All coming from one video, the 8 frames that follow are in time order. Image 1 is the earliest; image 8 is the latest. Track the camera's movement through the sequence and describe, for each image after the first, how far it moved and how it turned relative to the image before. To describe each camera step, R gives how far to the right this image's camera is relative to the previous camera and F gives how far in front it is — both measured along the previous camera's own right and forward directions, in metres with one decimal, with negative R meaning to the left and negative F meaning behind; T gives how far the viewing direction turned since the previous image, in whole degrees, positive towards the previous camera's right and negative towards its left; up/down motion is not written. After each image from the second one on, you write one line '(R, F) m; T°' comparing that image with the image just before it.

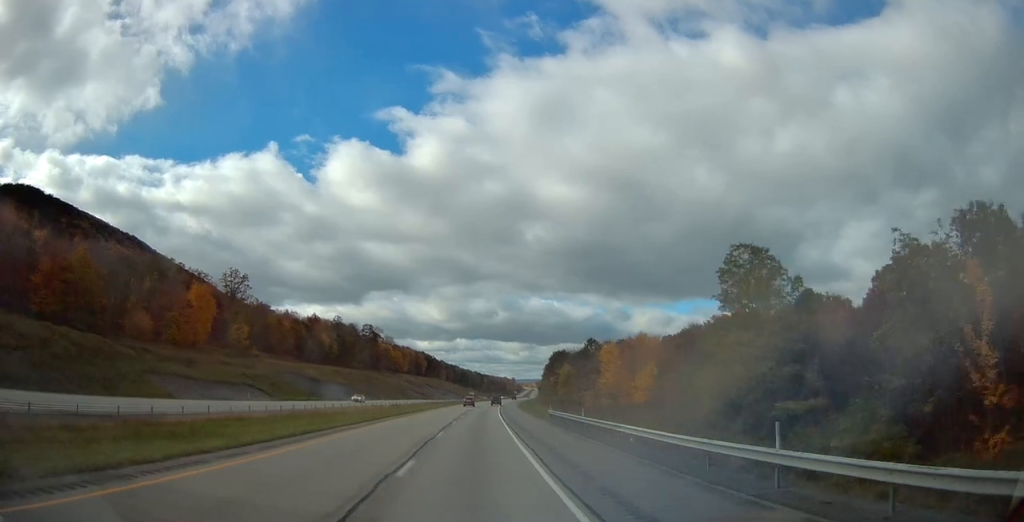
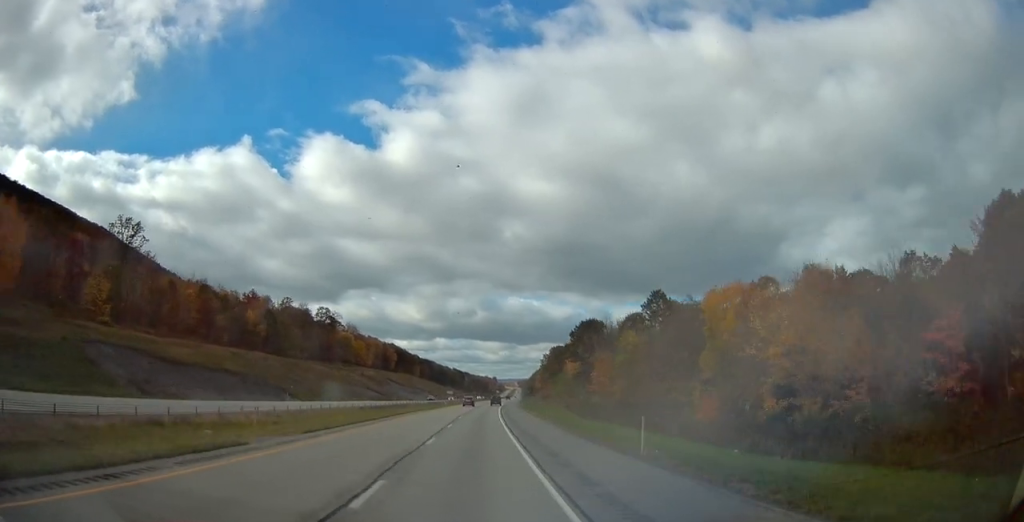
(+1.4, +64.7) m; +2°
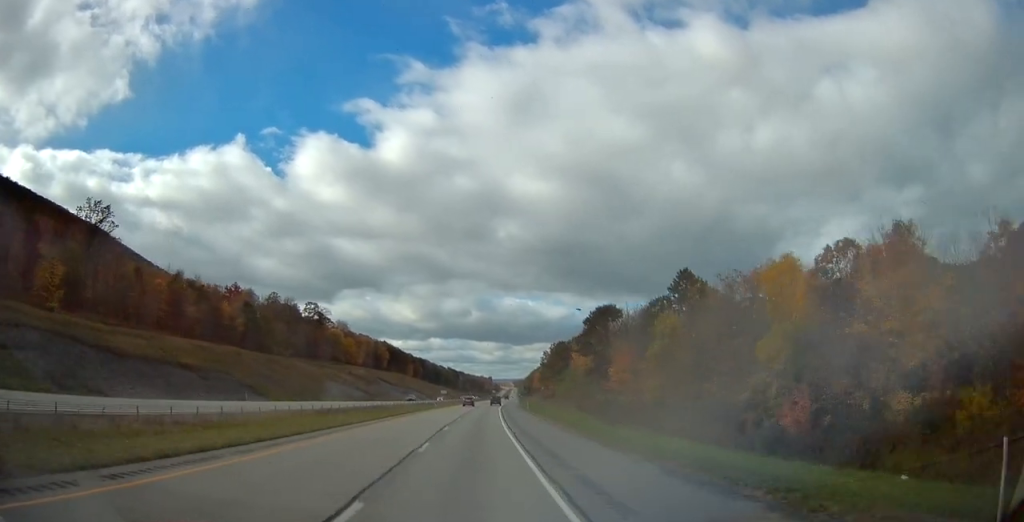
(-0.1, +14.9) m; 0°
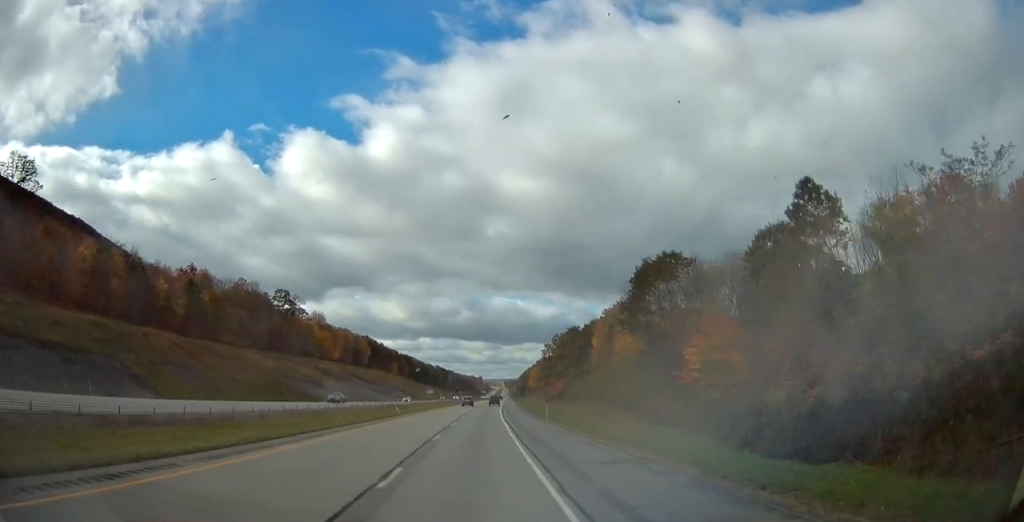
(+0.5, +31.8) m; +1°
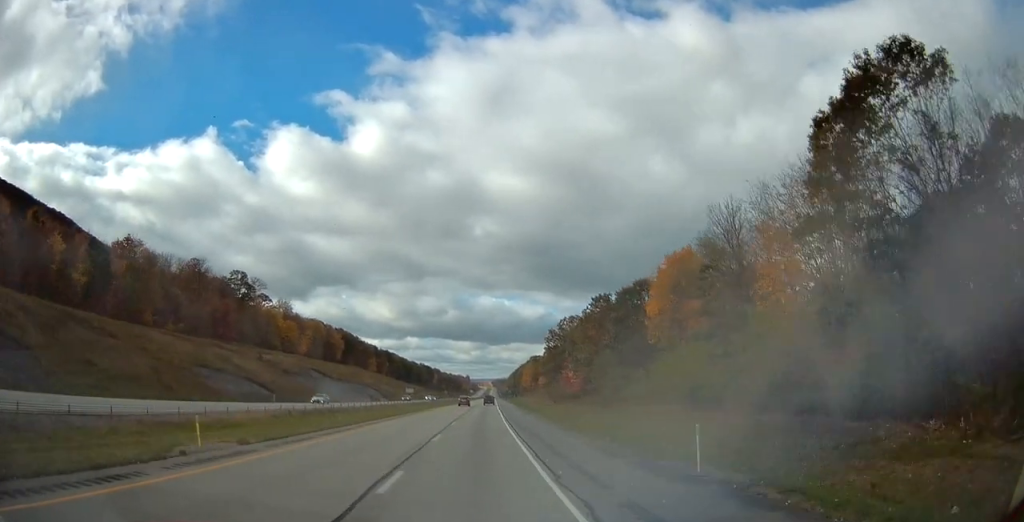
(+0.1, +37.1) m; +1°
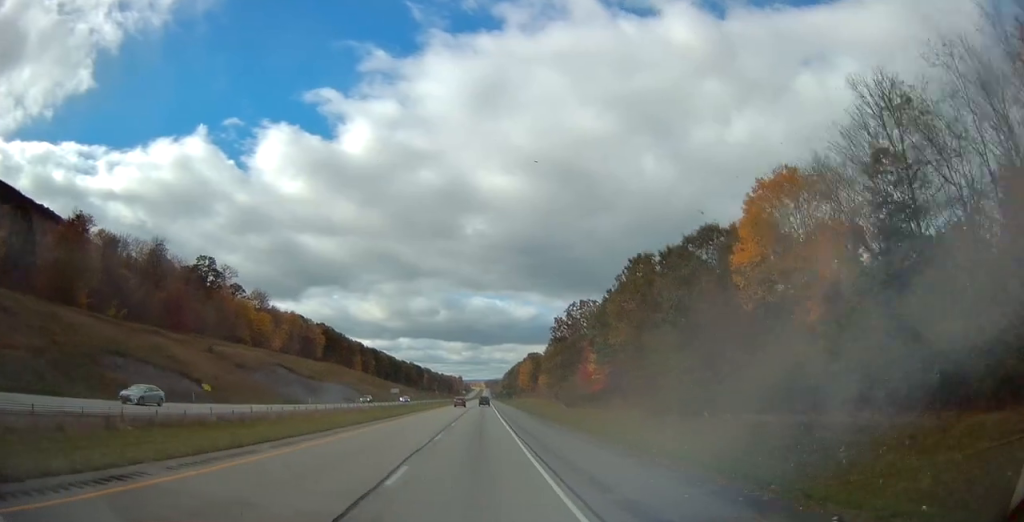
(+0.3, +23.4) m; +1°
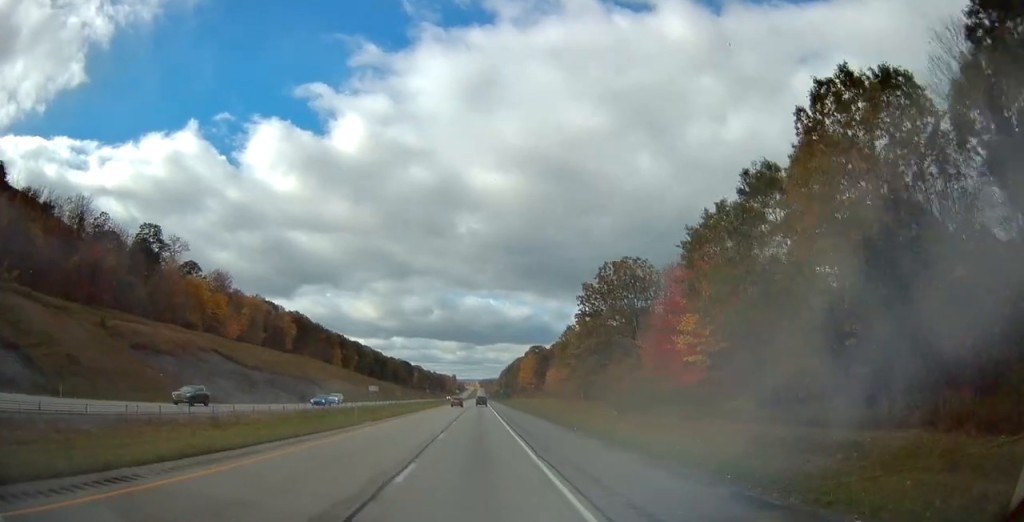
(+0.3, +36.1) m; +1°
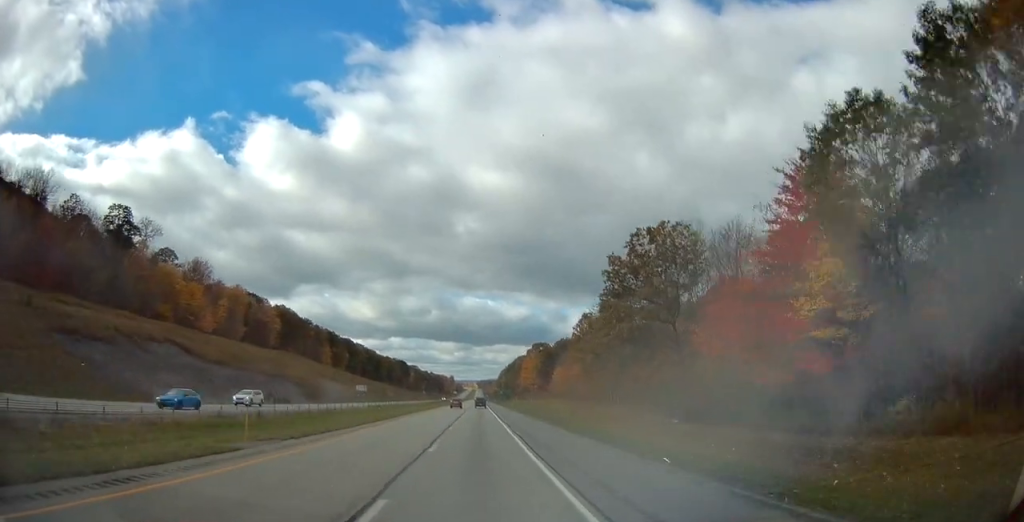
(+0.1, +17.0) m; 0°
